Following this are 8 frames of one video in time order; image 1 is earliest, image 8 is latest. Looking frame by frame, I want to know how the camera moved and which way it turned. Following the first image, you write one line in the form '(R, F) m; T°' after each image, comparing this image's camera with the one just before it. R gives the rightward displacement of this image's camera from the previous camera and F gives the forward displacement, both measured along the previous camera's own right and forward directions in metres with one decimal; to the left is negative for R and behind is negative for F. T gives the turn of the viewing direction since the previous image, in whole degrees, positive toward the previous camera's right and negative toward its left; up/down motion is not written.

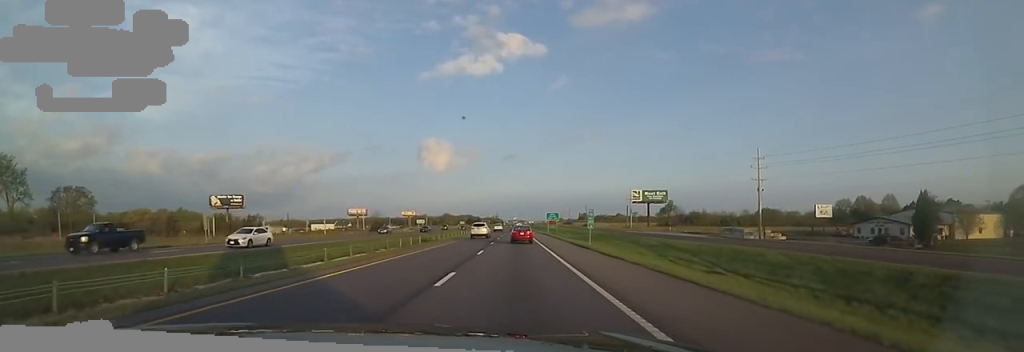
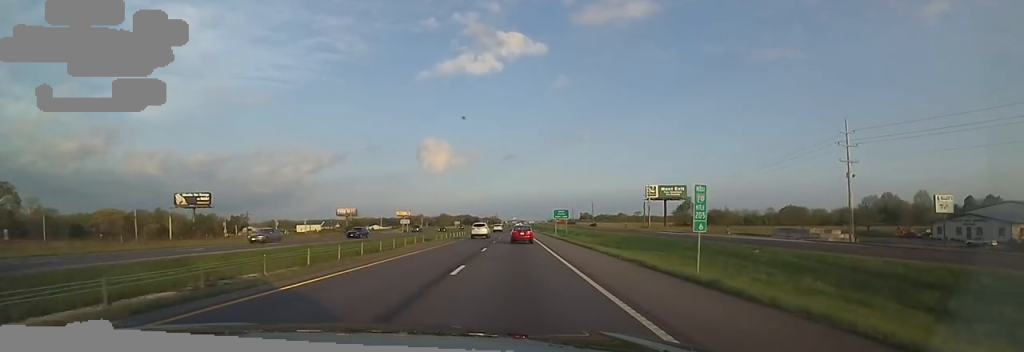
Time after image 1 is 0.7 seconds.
(0.0, +22.5) m; 0°
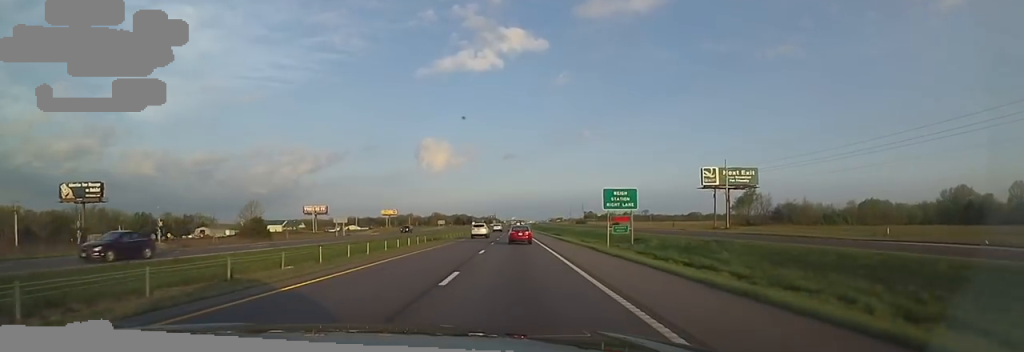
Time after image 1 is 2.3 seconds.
(-1.7, +49.7) m; -2°
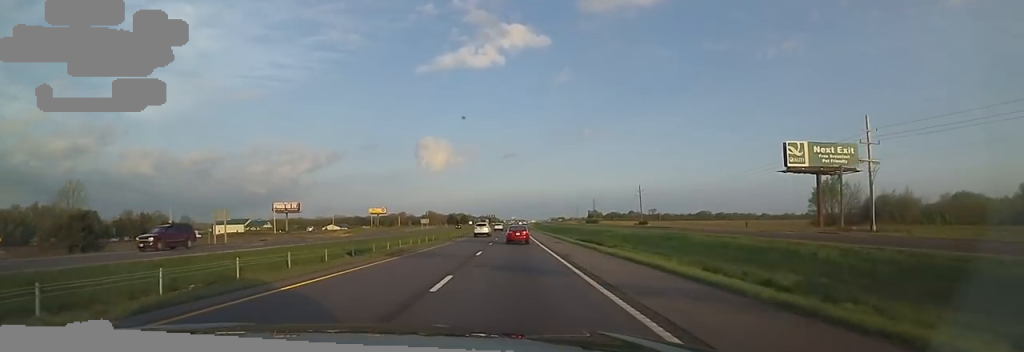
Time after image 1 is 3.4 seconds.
(+0.9, +37.2) m; +2°
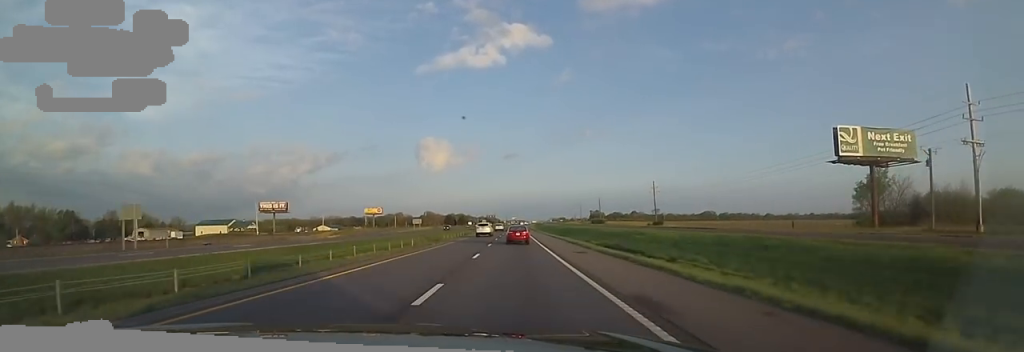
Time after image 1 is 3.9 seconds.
(0.0, +13.9) m; 0°
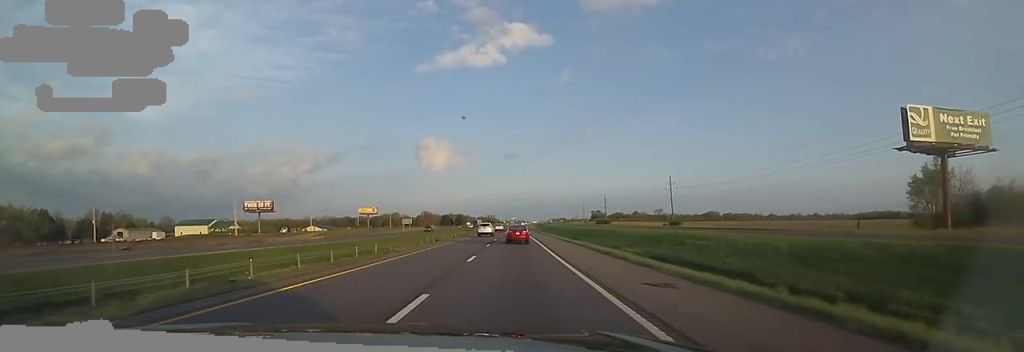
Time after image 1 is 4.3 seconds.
(-0.1, +13.9) m; 0°
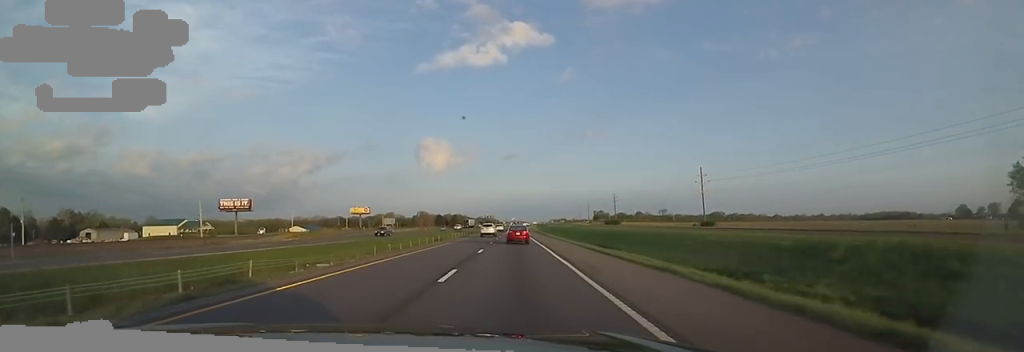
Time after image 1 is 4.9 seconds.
(+0.1, +19.4) m; 0°
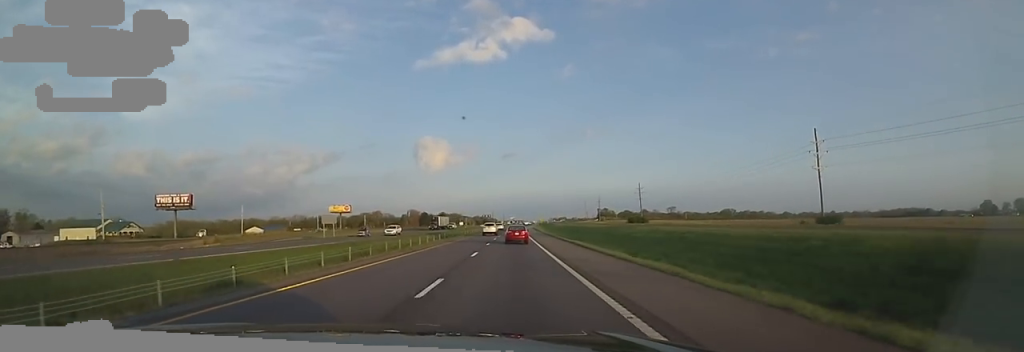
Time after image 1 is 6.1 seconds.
(-0.3, +39.4) m; 0°
